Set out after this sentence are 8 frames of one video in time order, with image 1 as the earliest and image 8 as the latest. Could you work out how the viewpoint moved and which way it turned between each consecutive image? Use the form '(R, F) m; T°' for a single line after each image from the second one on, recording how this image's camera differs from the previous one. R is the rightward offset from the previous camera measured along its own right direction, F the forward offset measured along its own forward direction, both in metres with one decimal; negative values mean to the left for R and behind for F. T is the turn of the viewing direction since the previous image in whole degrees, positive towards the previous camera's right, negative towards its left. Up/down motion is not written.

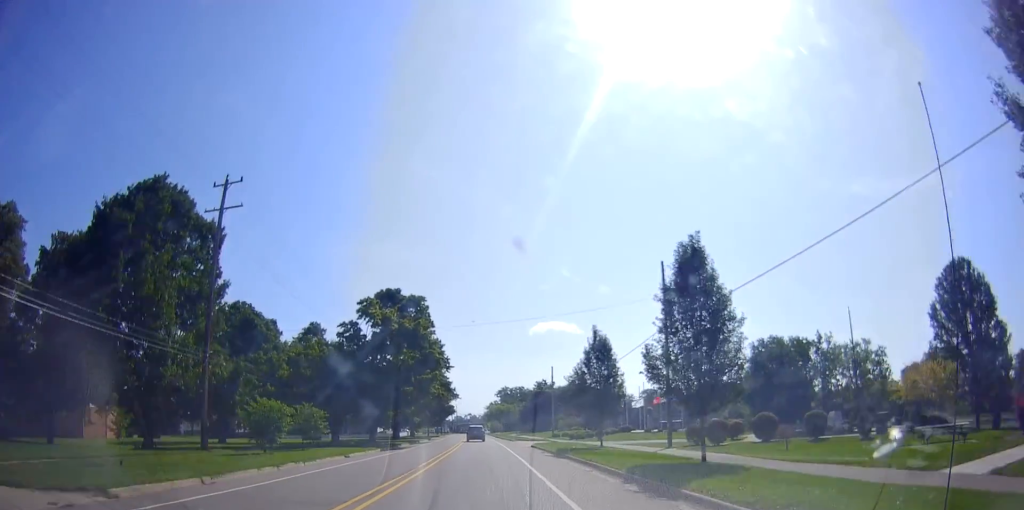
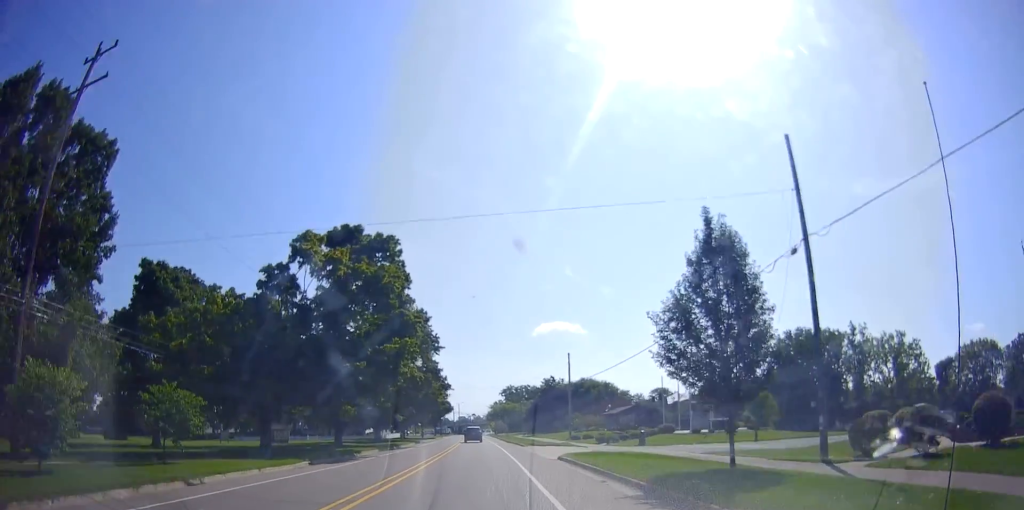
(-0.1, +17.5) m; -1°
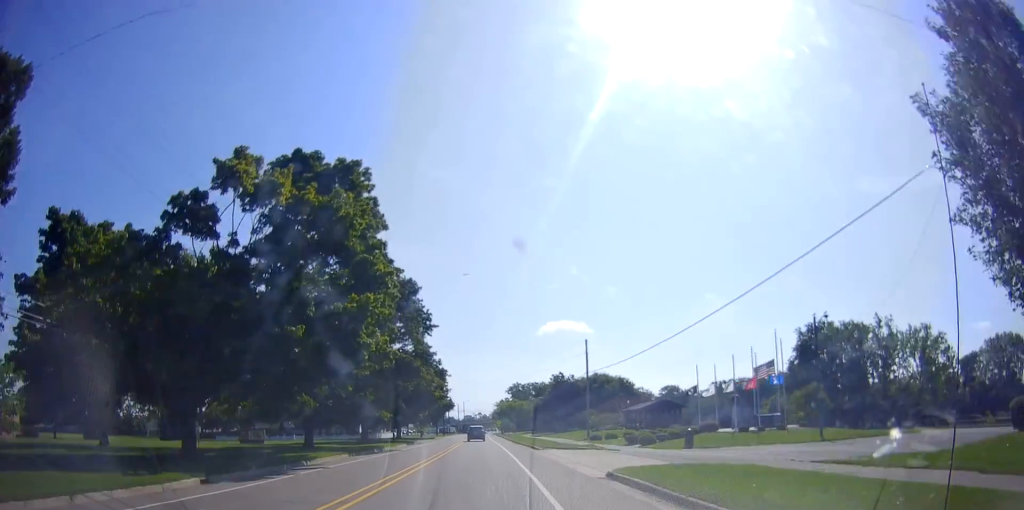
(0.0, +10.7) m; 0°
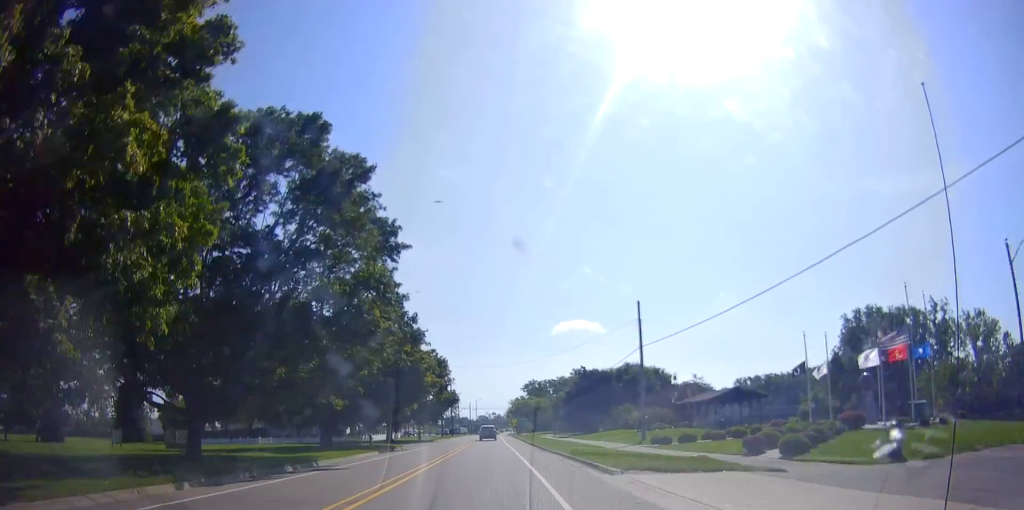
(+0.1, +20.0) m; 0°
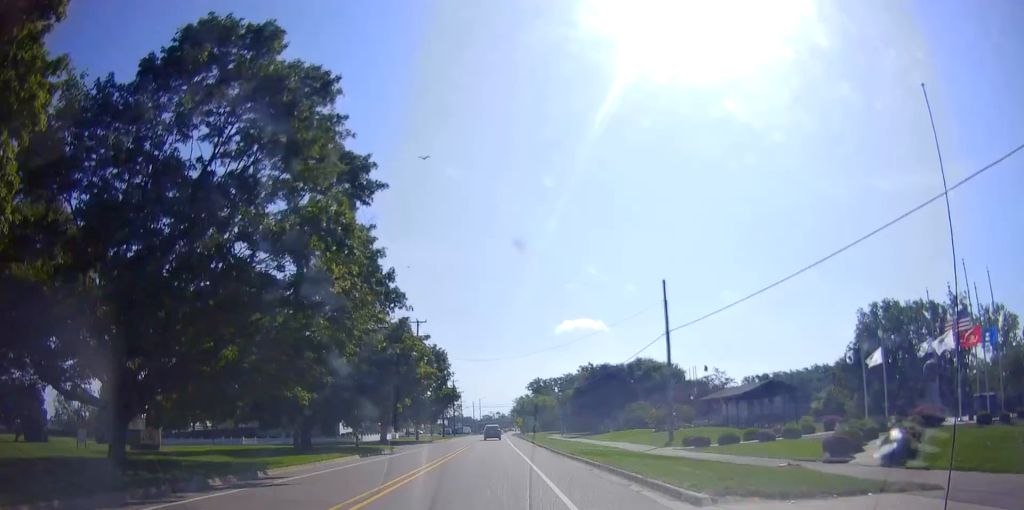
(0.0, +6.5) m; 0°
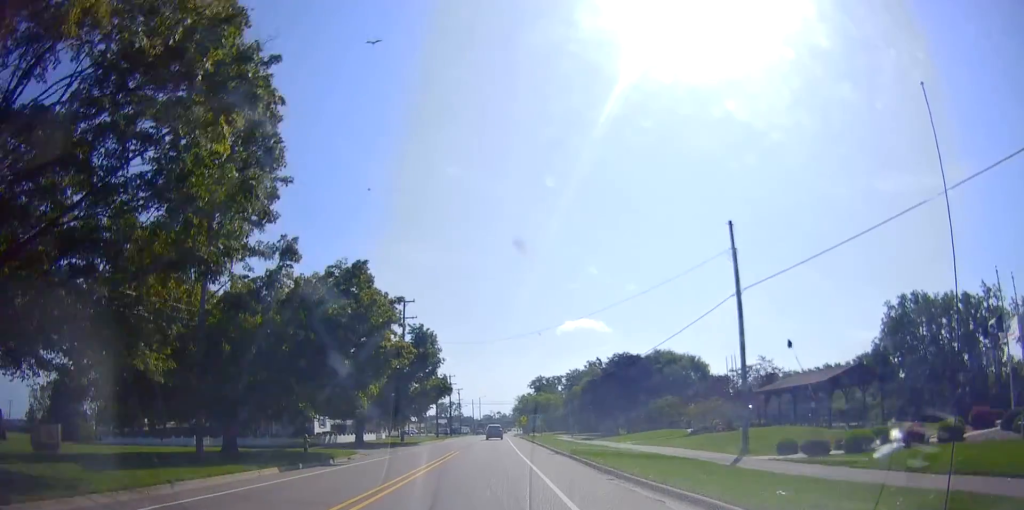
(-0.1, +12.6) m; -1°
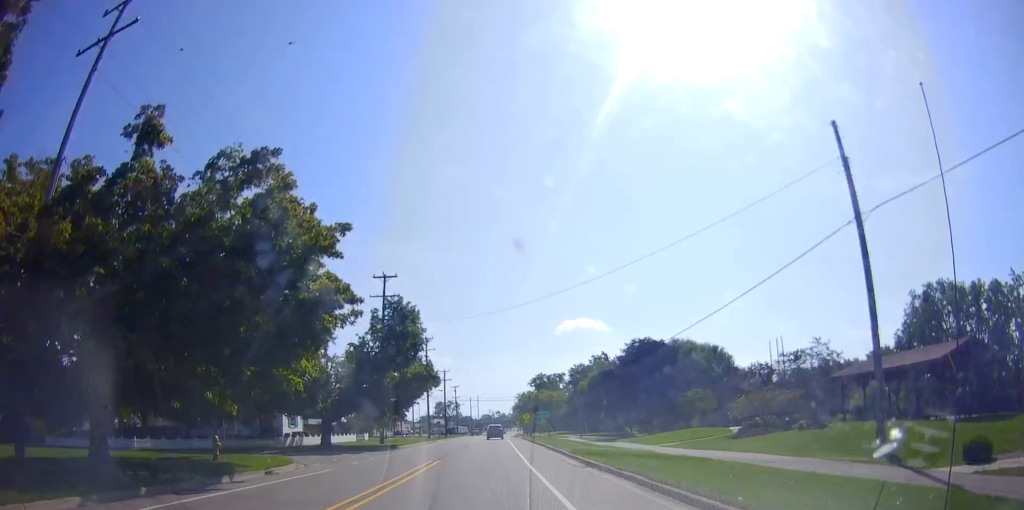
(-0.2, +11.3) m; 0°
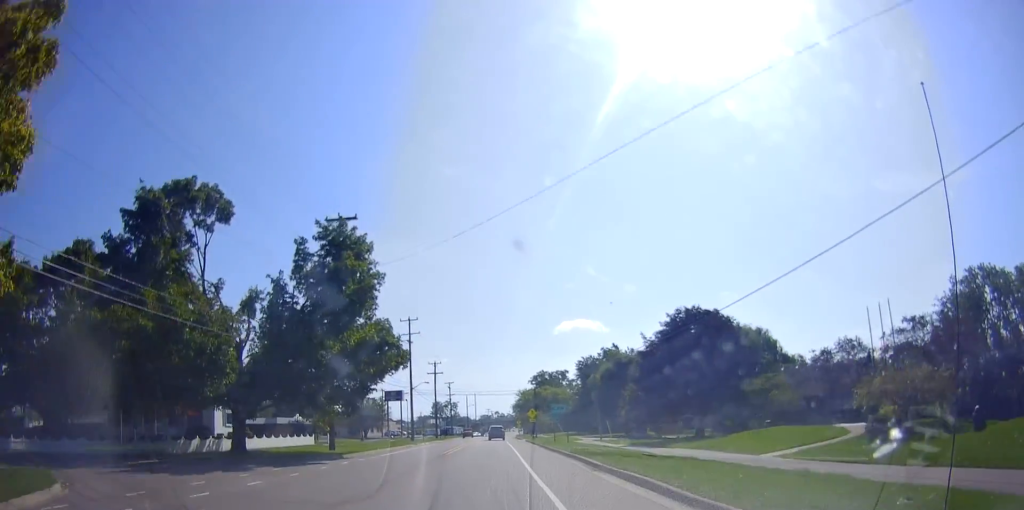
(+0.1, +16.4) m; 0°
